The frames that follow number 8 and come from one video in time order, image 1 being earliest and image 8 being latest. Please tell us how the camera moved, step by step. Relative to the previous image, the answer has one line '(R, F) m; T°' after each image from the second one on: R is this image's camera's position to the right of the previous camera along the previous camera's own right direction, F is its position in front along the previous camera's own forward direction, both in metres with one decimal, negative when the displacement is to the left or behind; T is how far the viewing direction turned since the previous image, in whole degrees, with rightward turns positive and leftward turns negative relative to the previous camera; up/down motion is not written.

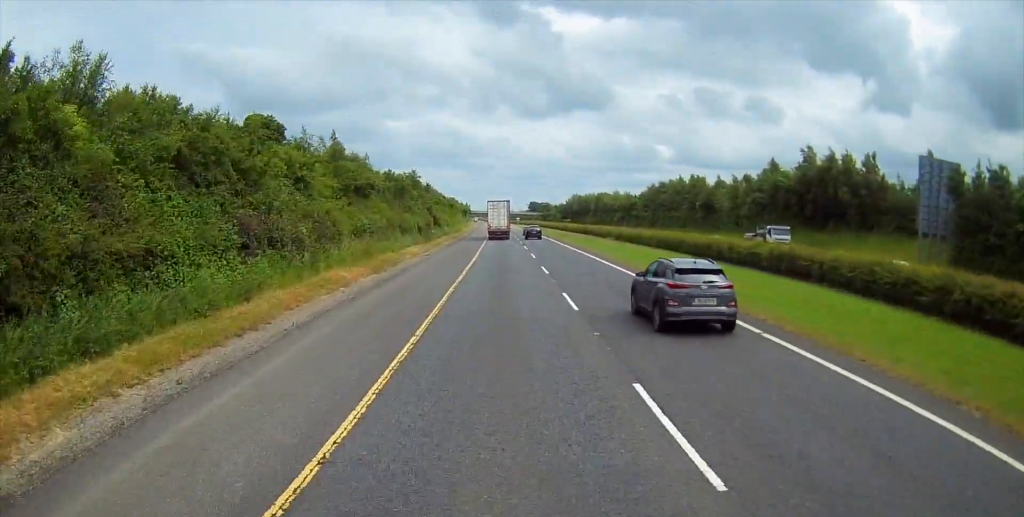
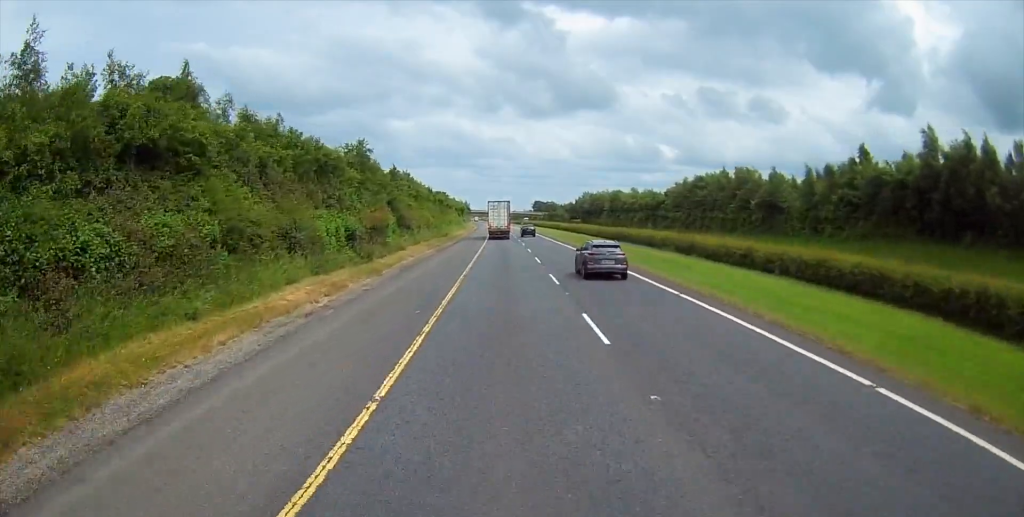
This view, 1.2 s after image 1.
(-0.1, +28.9) m; 0°
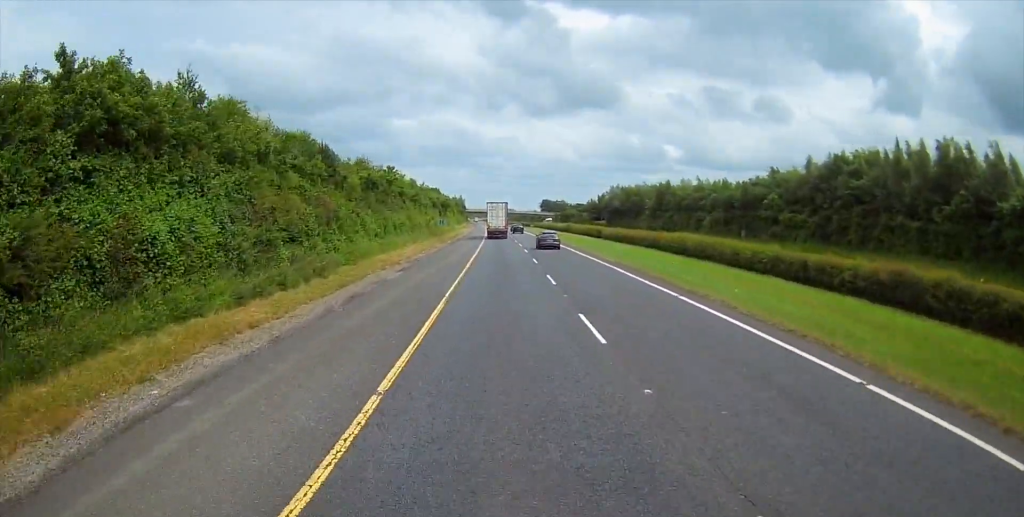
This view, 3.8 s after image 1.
(-0.2, +59.8) m; -1°
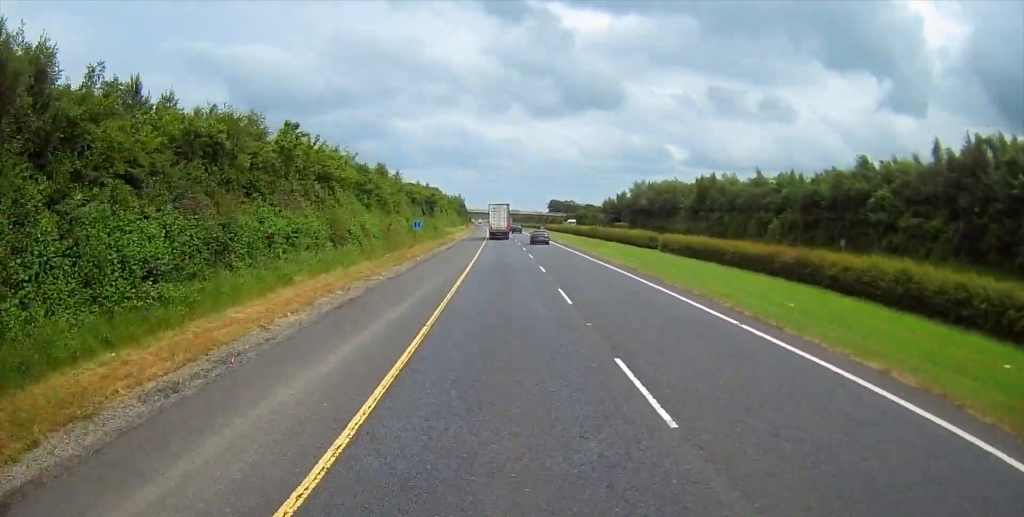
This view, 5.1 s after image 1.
(+0.1, +29.6) m; 0°
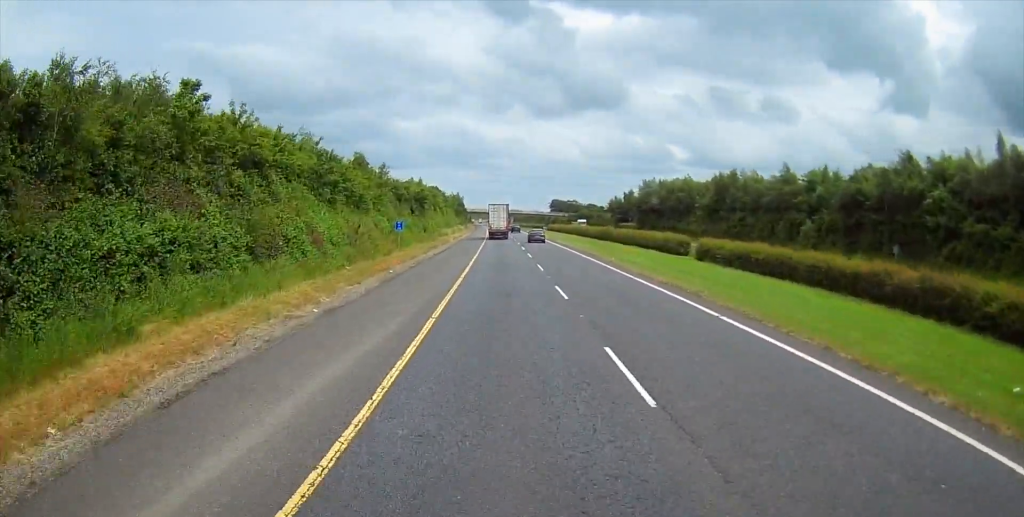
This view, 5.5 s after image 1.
(0.0, +10.9) m; 0°
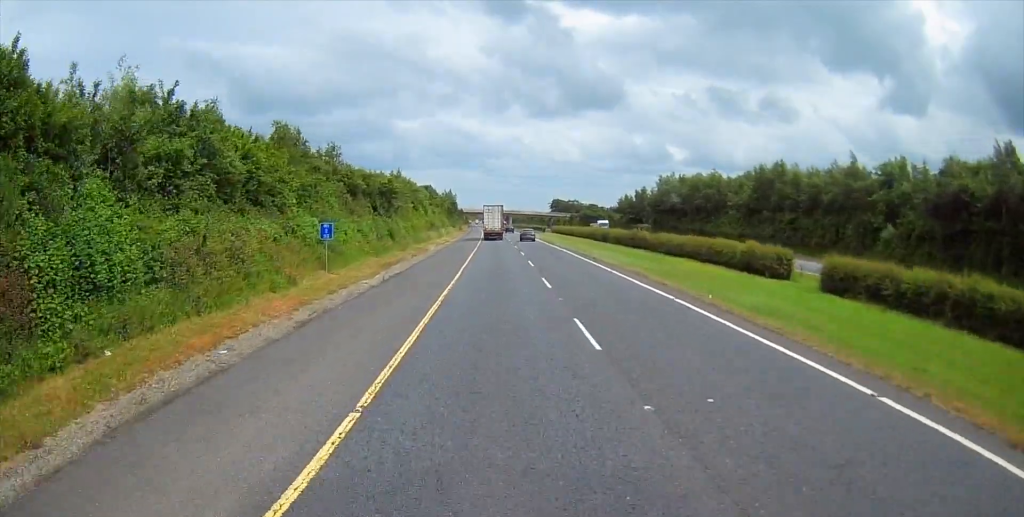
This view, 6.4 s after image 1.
(-0.3, +20.2) m; 0°
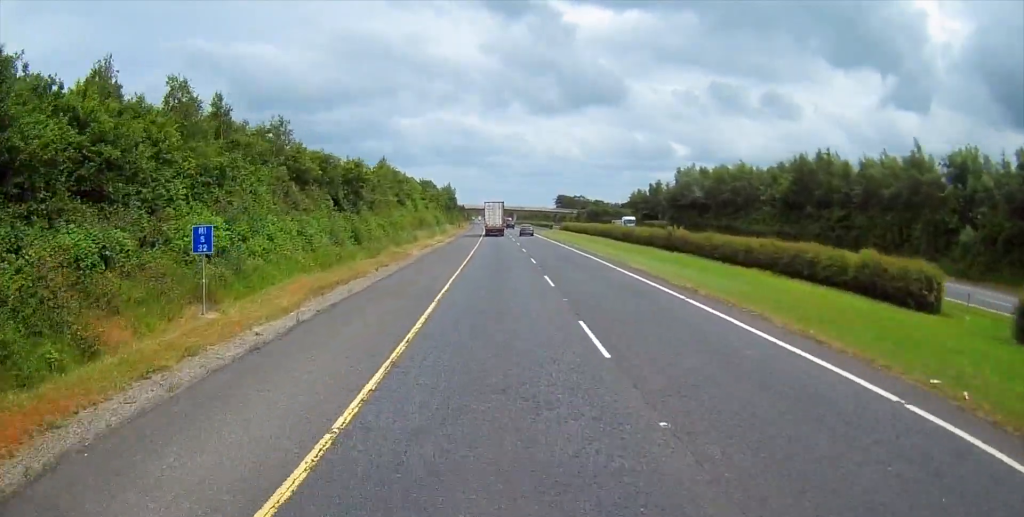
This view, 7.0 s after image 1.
(+0.4, +13.1) m; 0°
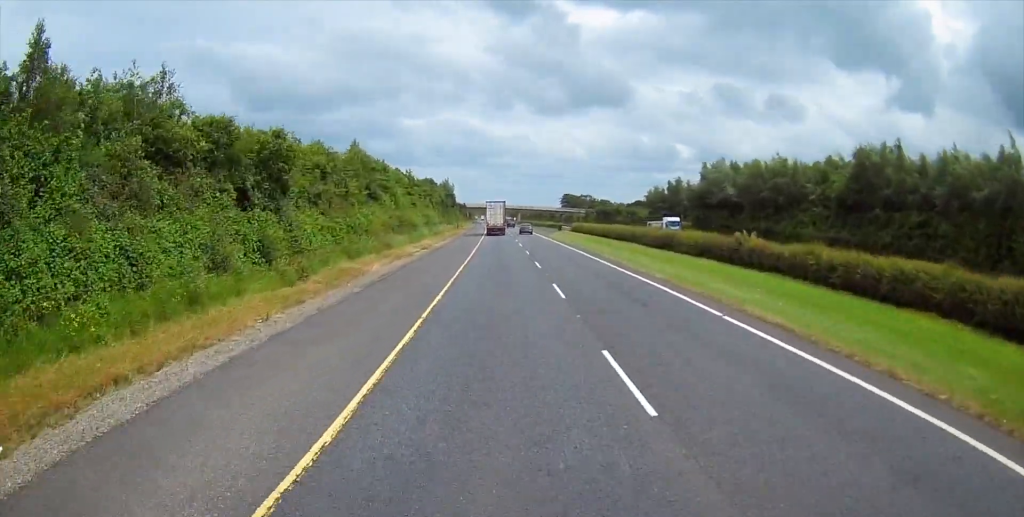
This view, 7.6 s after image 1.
(0.0, +15.4) m; 0°
